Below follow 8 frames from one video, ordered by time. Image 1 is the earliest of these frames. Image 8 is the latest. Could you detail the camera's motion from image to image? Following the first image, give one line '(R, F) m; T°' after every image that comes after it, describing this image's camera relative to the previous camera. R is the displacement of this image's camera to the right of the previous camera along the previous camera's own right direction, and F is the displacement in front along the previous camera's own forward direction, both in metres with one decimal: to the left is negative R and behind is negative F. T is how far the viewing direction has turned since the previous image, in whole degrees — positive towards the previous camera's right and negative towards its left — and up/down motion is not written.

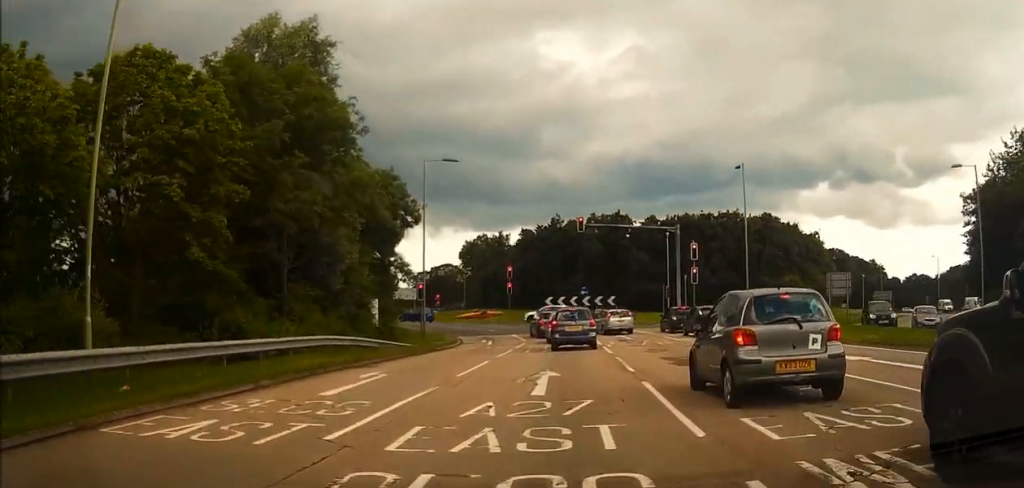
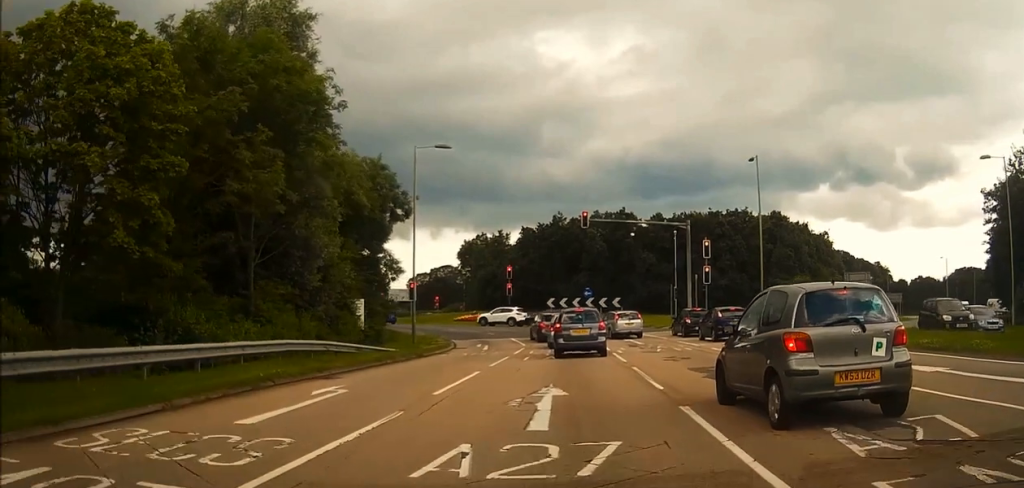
(0.0, +3.0) m; +1°
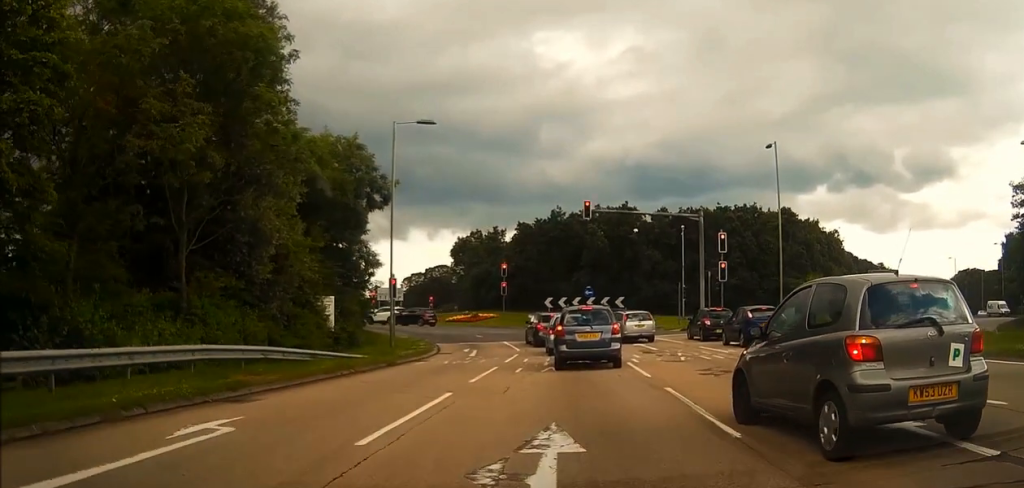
(+0.1, +4.4) m; +4°
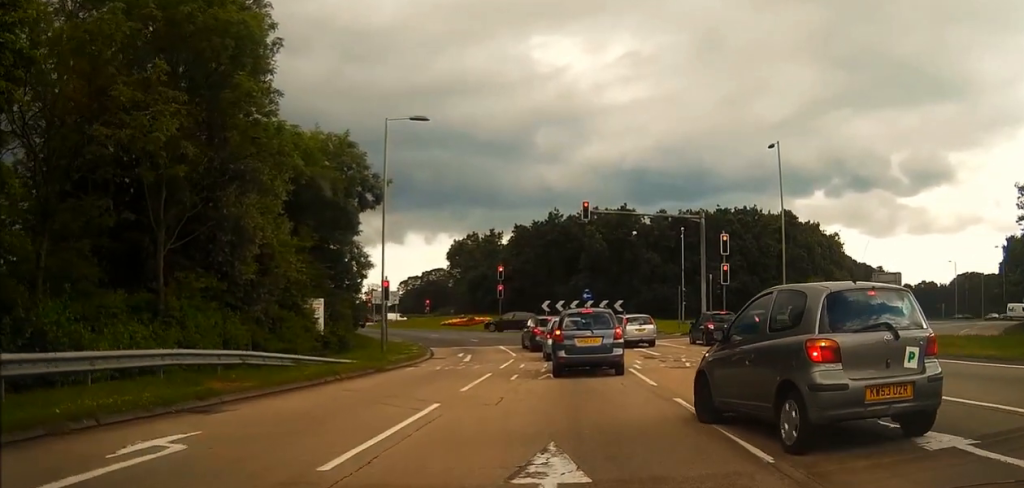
(+0.1, +1.2) m; +1°
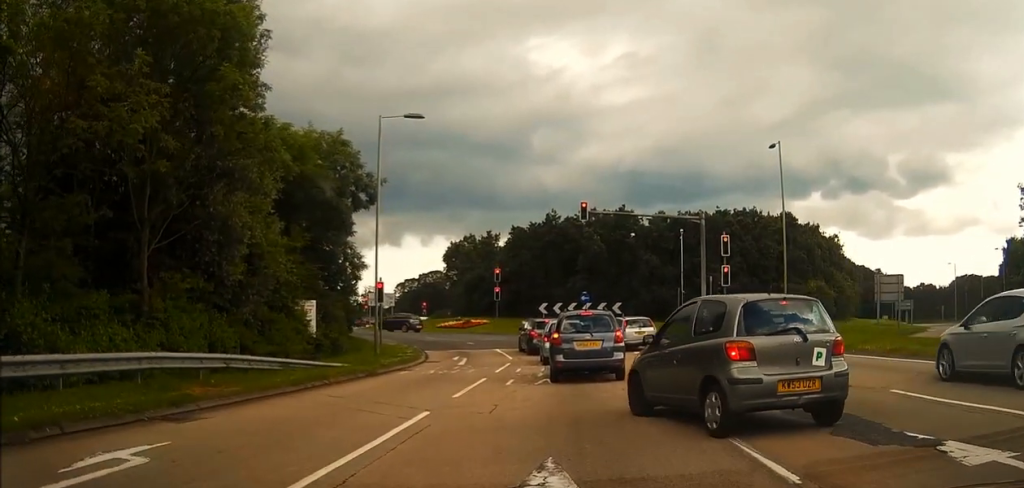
(-0.1, +0.7) m; 0°
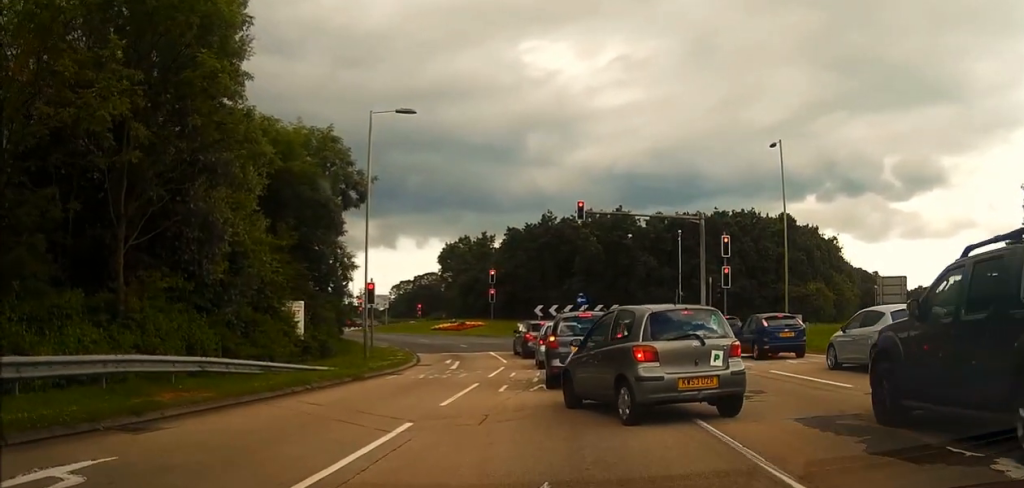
(-0.3, +1.2) m; 0°
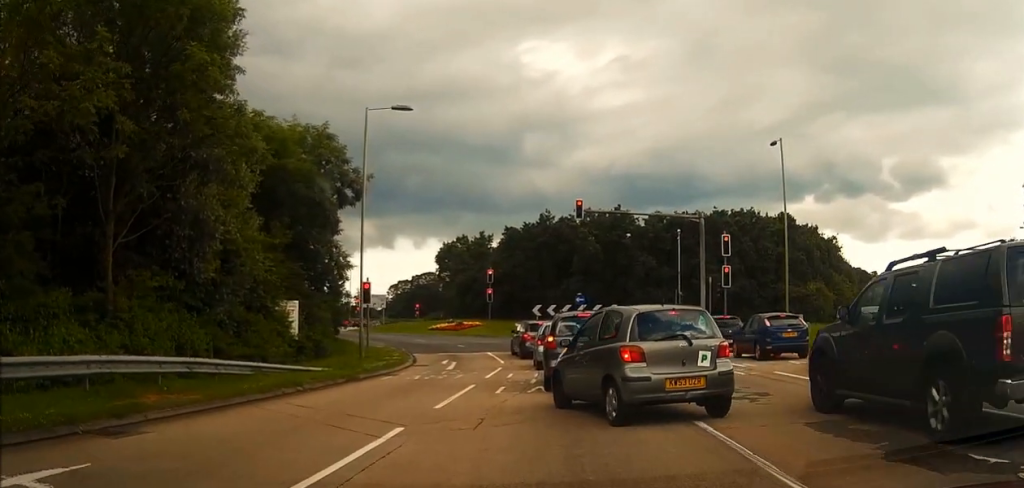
(0.0, +0.5) m; 0°
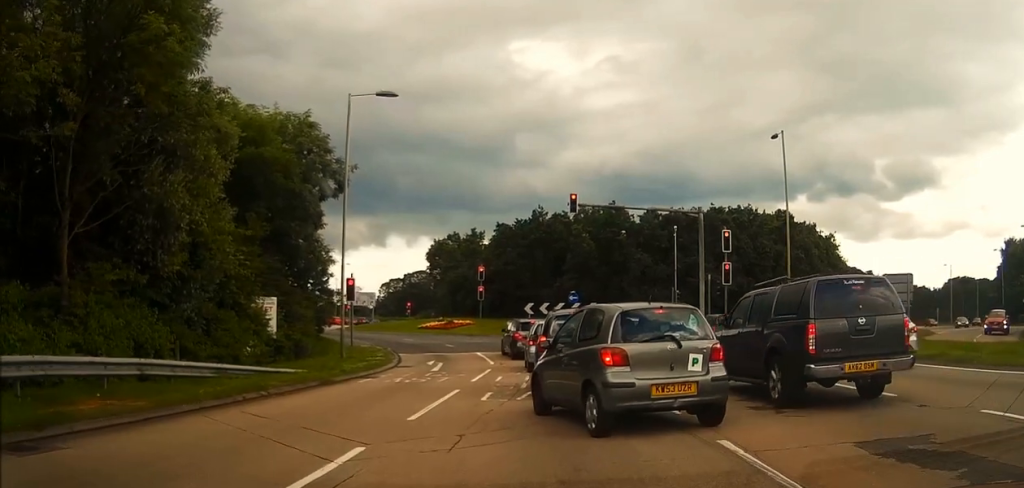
(-0.1, +1.6) m; -2°
